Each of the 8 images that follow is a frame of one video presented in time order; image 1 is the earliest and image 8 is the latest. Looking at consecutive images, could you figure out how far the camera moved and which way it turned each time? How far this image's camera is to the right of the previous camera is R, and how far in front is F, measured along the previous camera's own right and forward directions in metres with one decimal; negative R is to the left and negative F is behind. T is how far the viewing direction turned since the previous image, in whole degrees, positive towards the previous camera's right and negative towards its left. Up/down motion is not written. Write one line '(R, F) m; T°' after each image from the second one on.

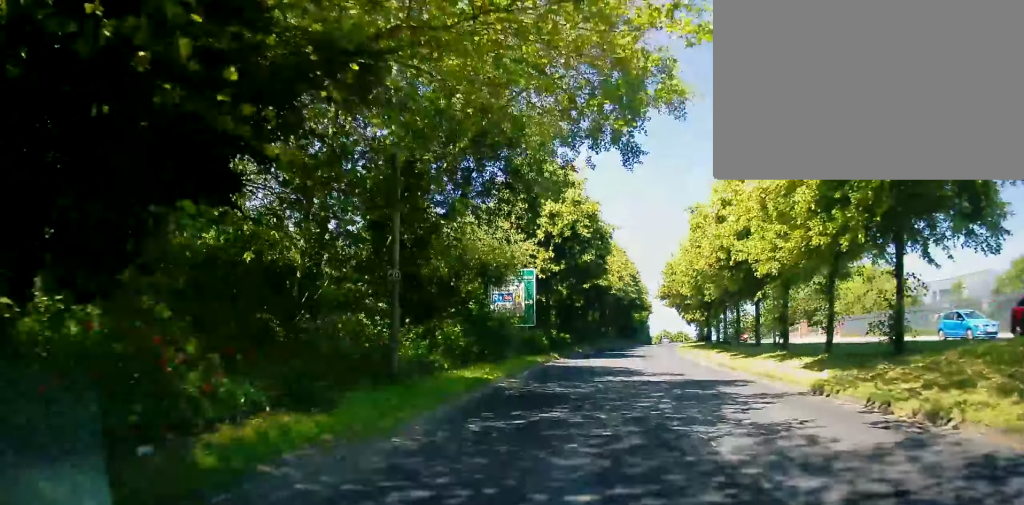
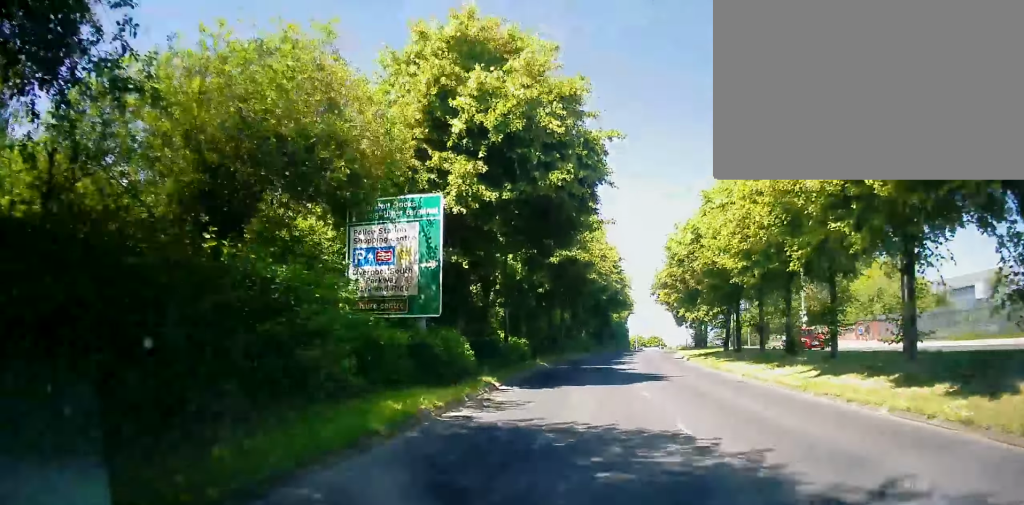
(+0.6, +16.8) m; +3°
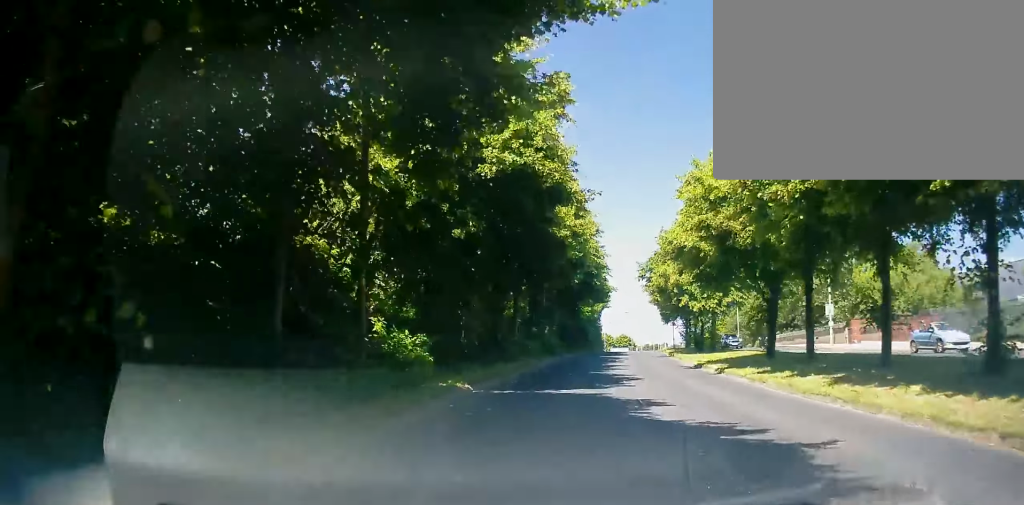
(+0.1, +14.4) m; +4°
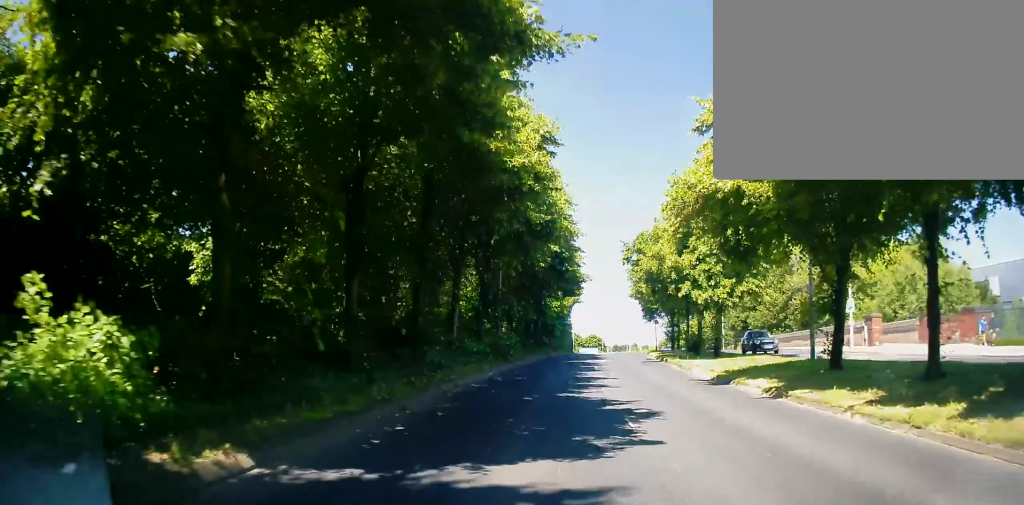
(+0.4, +9.0) m; +3°
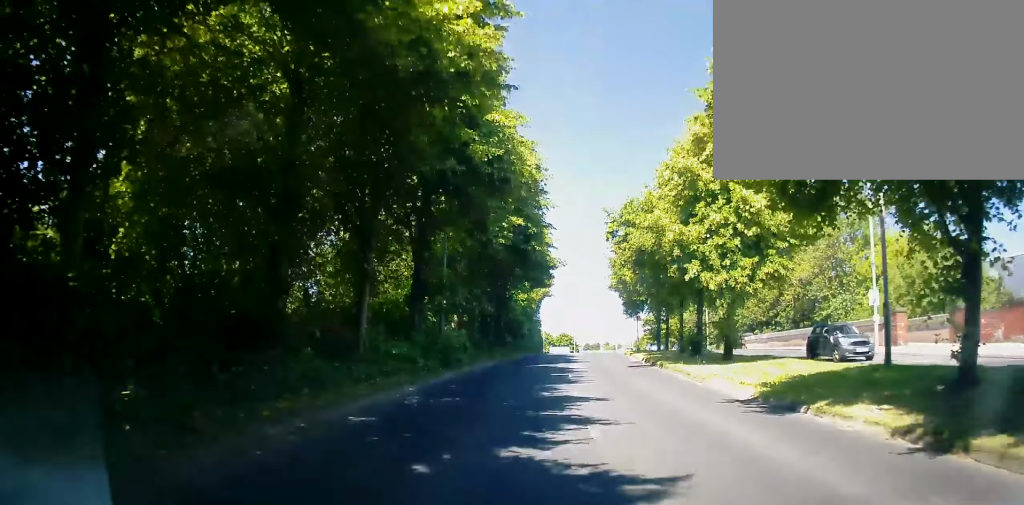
(+0.2, +7.2) m; +2°
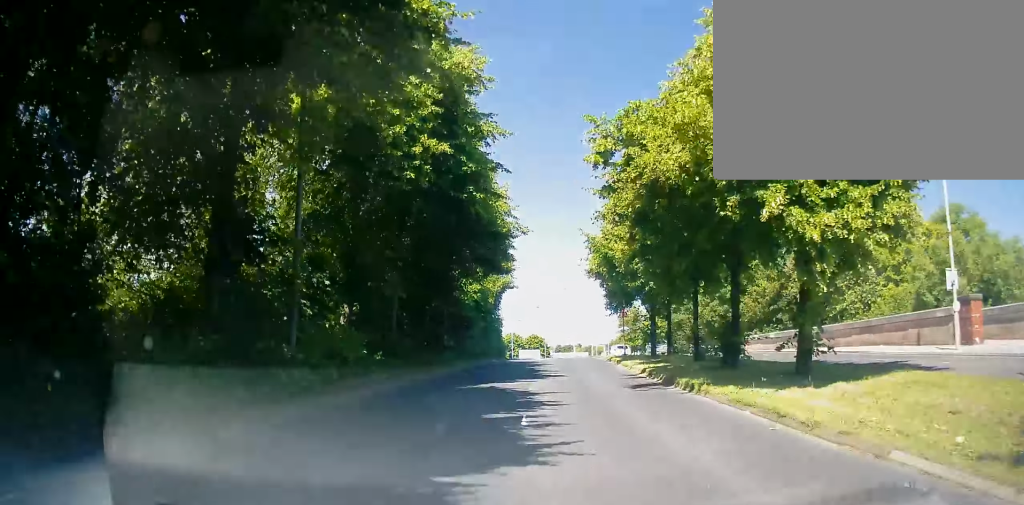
(0.0, +10.7) m; 0°
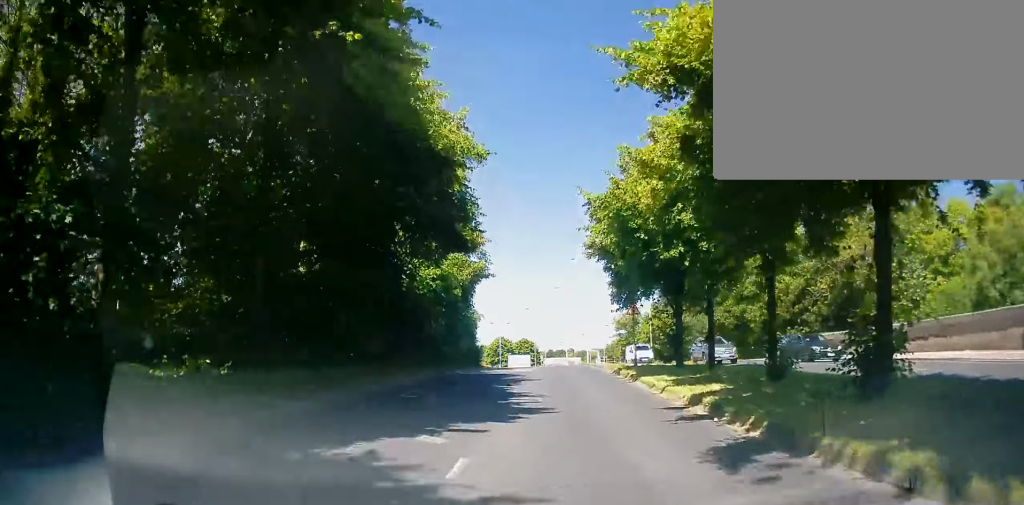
(0.0, +9.8) m; +1°
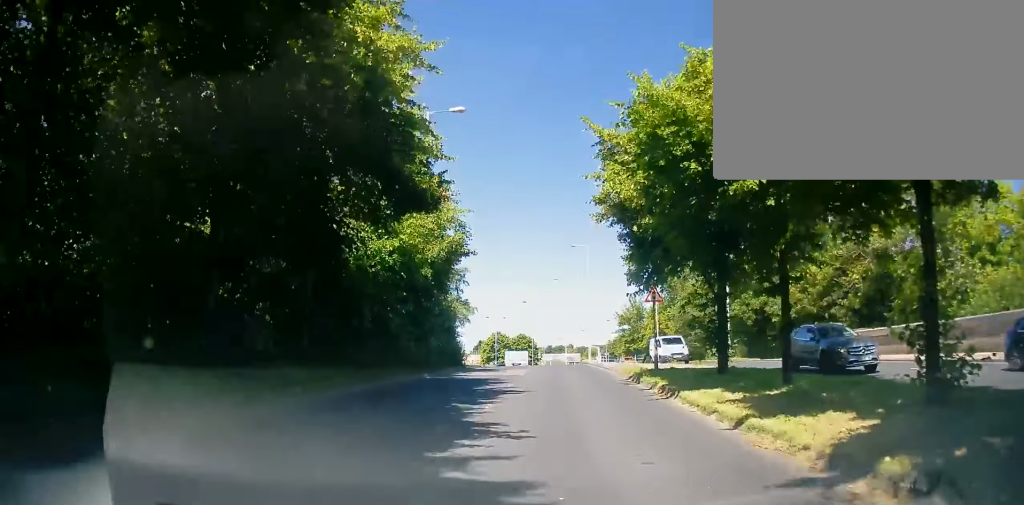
(0.0, +6.8) m; +1°
